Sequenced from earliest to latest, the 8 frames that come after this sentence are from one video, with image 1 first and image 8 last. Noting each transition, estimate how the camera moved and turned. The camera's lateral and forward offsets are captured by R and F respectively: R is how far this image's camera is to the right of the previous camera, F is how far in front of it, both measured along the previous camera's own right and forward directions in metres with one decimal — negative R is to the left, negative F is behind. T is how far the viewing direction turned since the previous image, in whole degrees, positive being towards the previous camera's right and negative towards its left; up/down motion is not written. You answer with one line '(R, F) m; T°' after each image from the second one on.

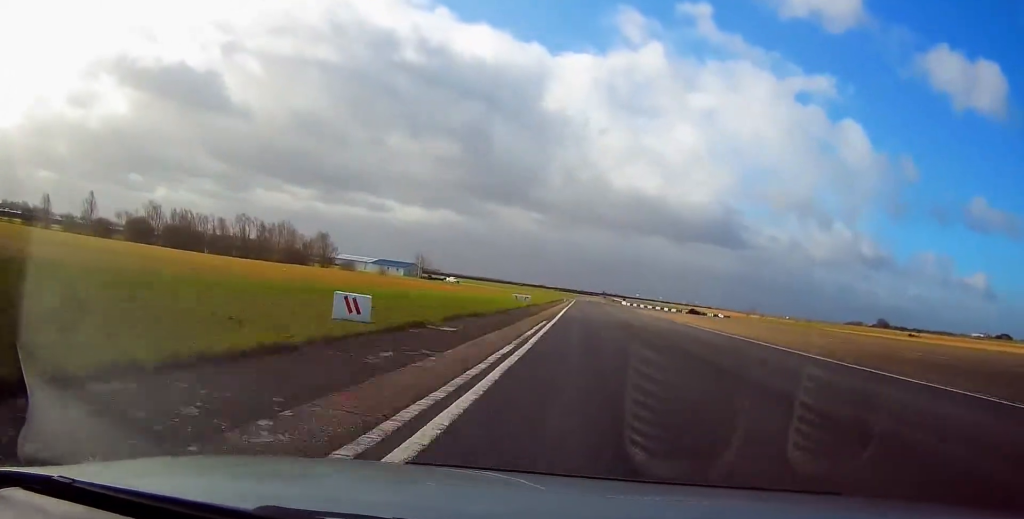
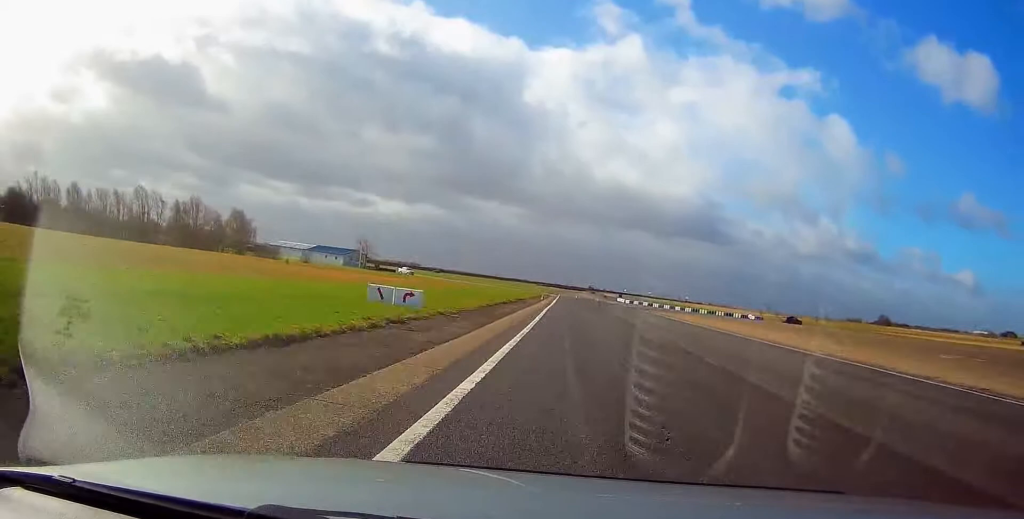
(-0.2, +41.4) m; +1°
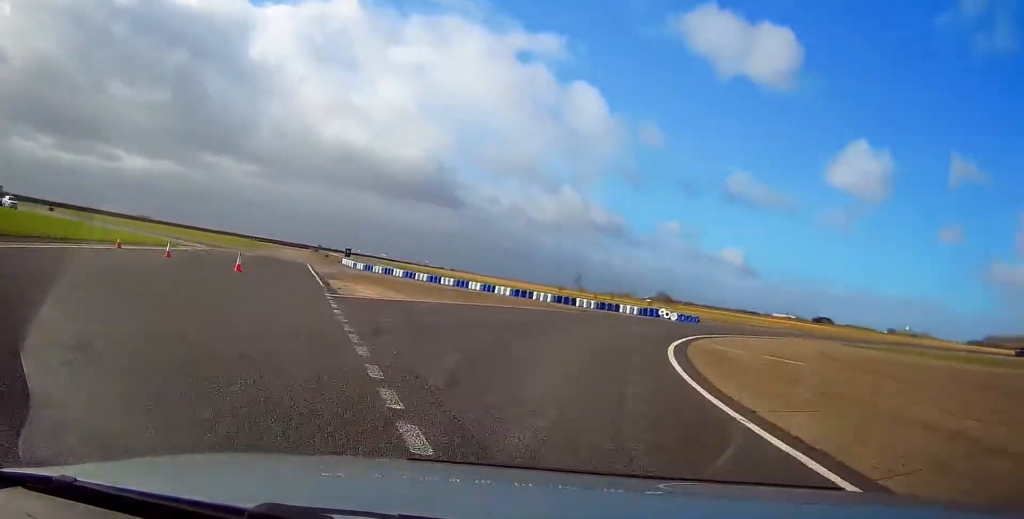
(+9.3, +77.0) m; +27°
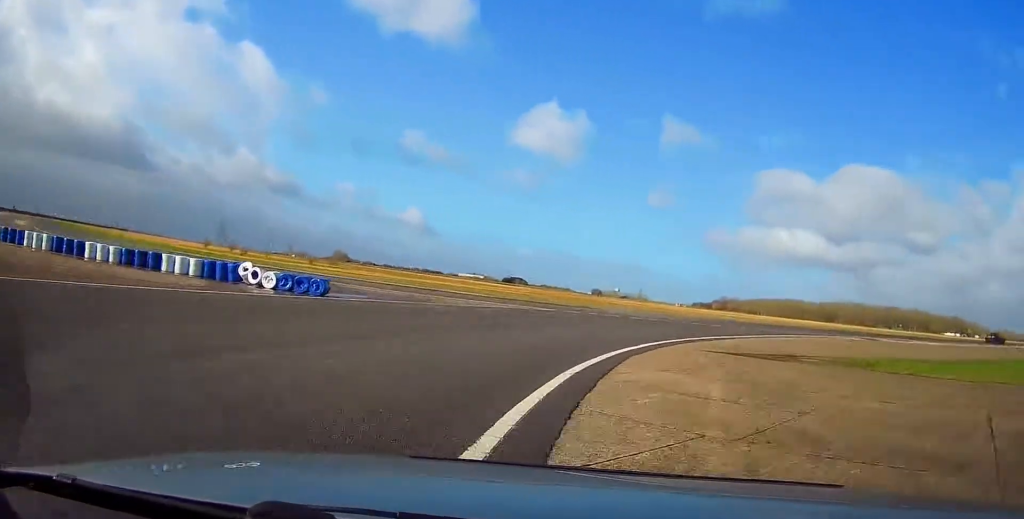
(+7.7, +31.0) m; +28°
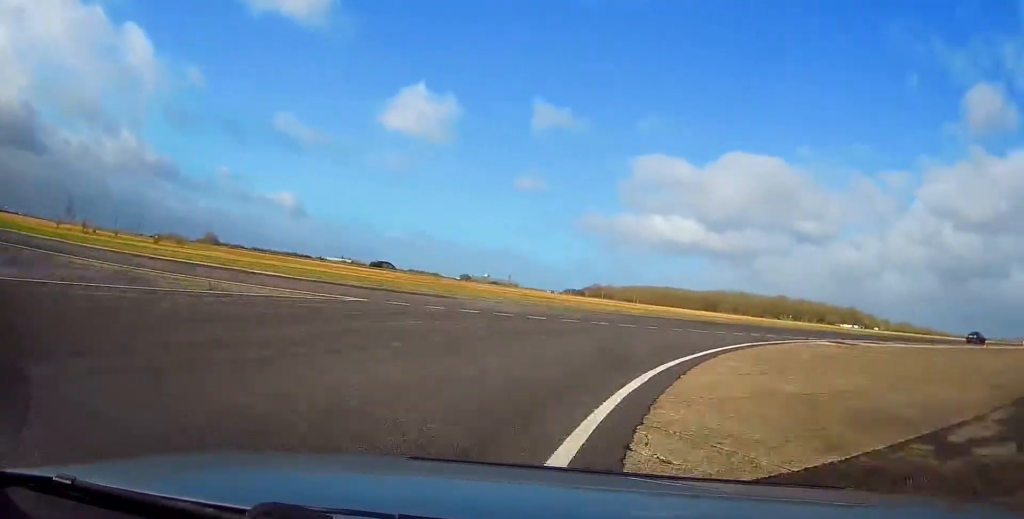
(+1.3, +13.5) m; +11°
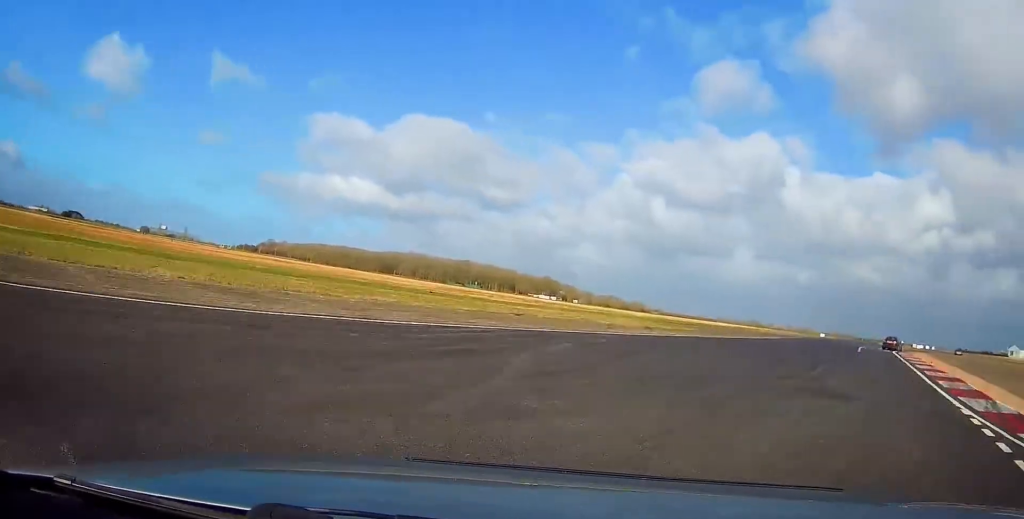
(+7.2, +30.7) m; +26°
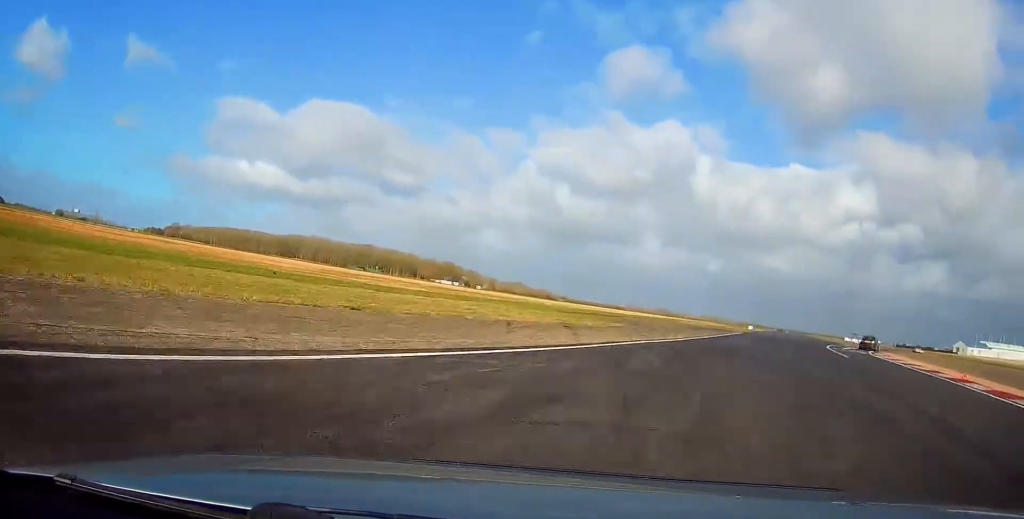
(+0.4, +11.9) m; +9°
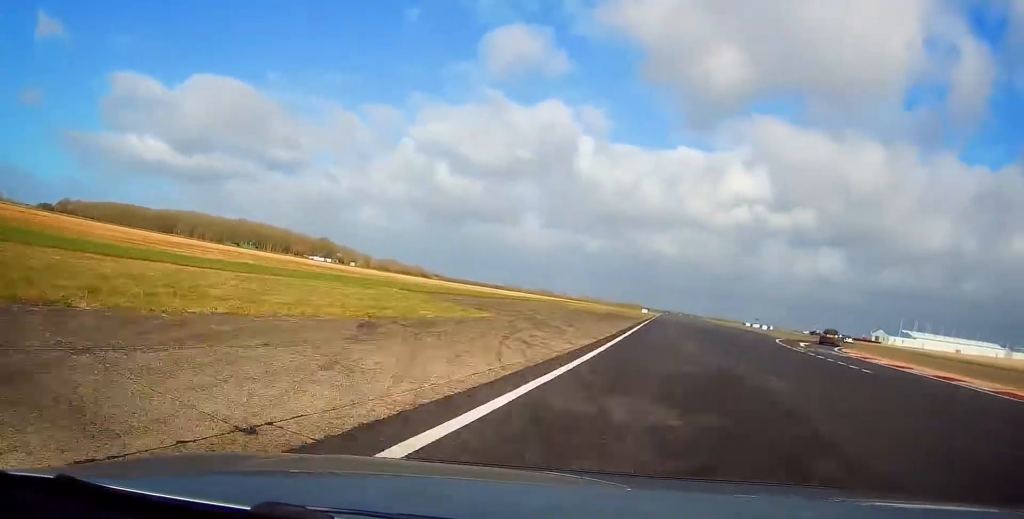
(+2.1, +15.1) m; +8°
